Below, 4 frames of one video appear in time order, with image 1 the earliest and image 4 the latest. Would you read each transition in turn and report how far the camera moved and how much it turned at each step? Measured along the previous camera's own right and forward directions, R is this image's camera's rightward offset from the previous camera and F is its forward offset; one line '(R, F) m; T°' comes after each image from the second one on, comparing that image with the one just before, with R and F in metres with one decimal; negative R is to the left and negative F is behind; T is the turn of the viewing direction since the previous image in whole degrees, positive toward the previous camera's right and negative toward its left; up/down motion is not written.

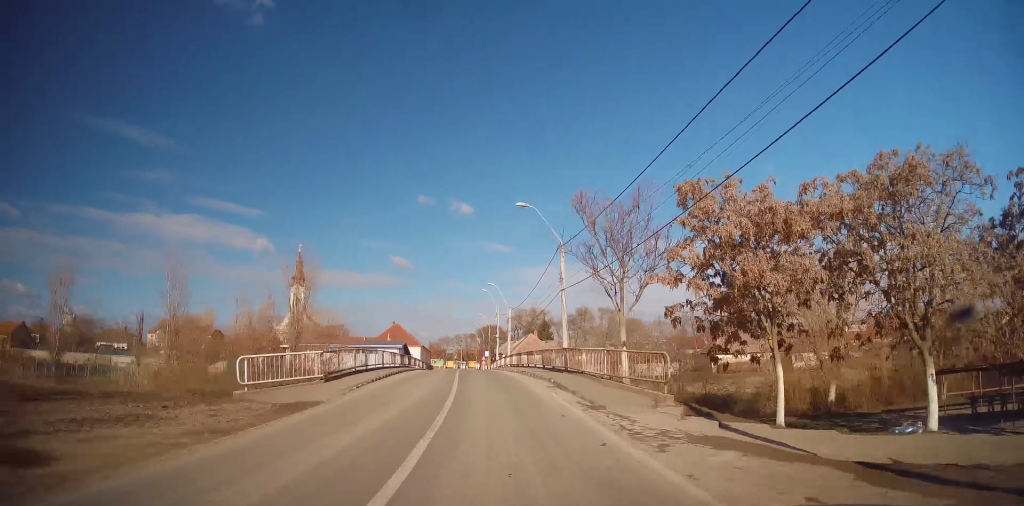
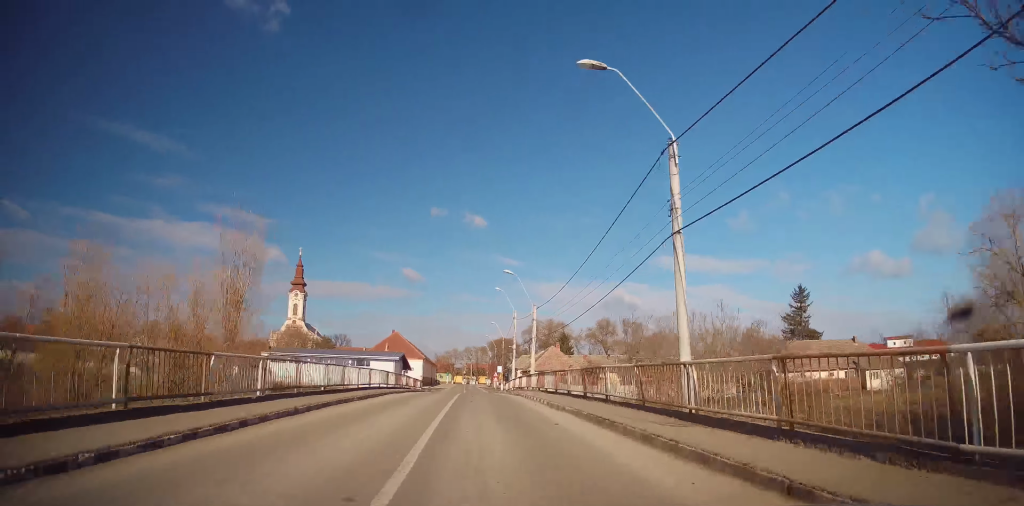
(-0.1, +16.3) m; -1°
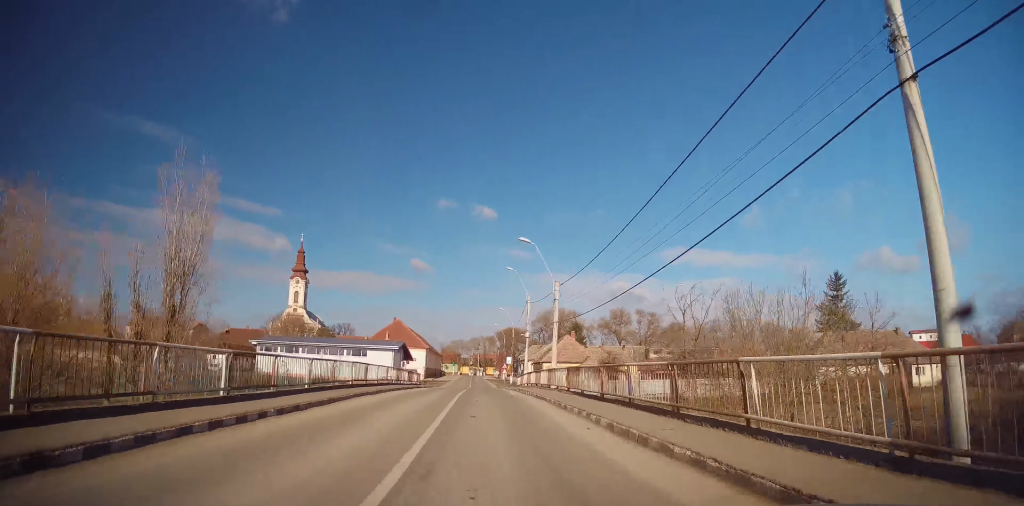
(0.0, +8.2) m; -1°
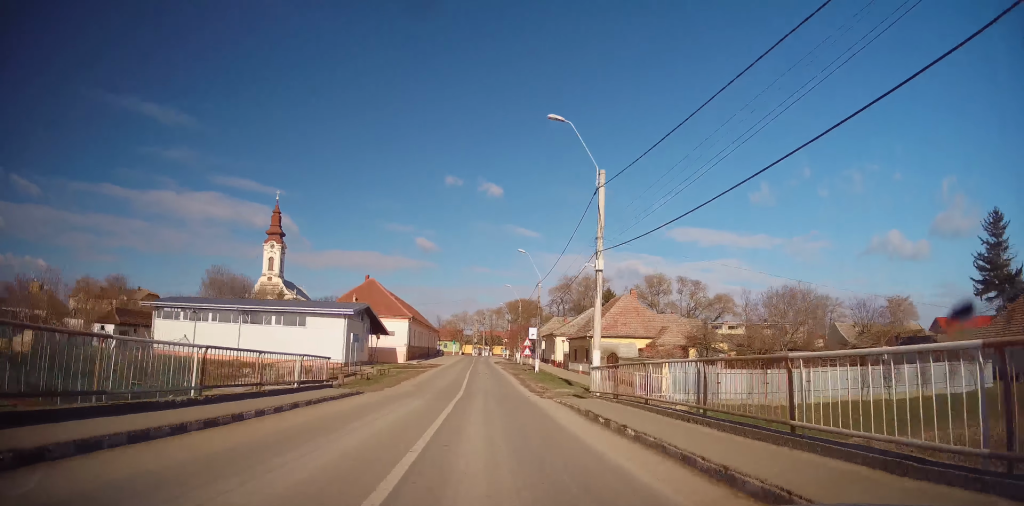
(-0.5, +32.0) m; -1°
